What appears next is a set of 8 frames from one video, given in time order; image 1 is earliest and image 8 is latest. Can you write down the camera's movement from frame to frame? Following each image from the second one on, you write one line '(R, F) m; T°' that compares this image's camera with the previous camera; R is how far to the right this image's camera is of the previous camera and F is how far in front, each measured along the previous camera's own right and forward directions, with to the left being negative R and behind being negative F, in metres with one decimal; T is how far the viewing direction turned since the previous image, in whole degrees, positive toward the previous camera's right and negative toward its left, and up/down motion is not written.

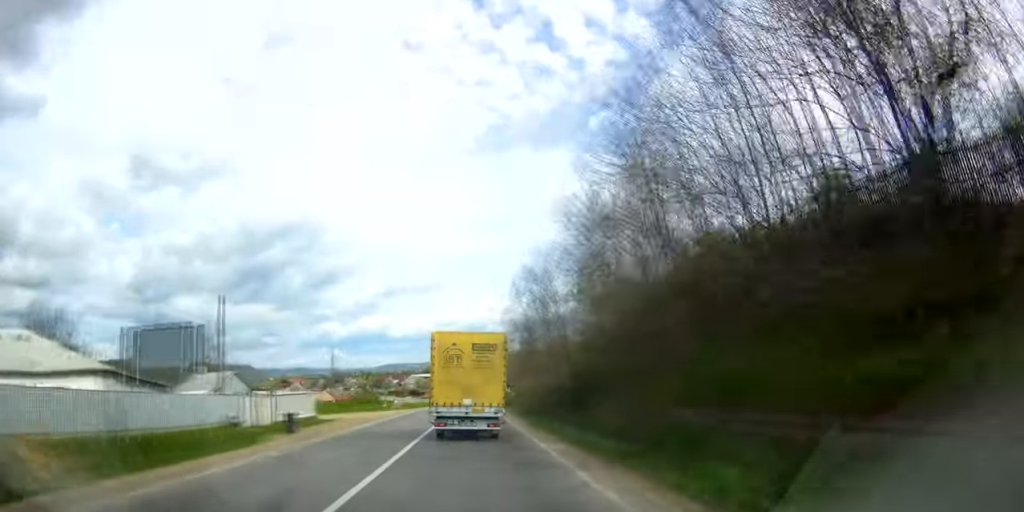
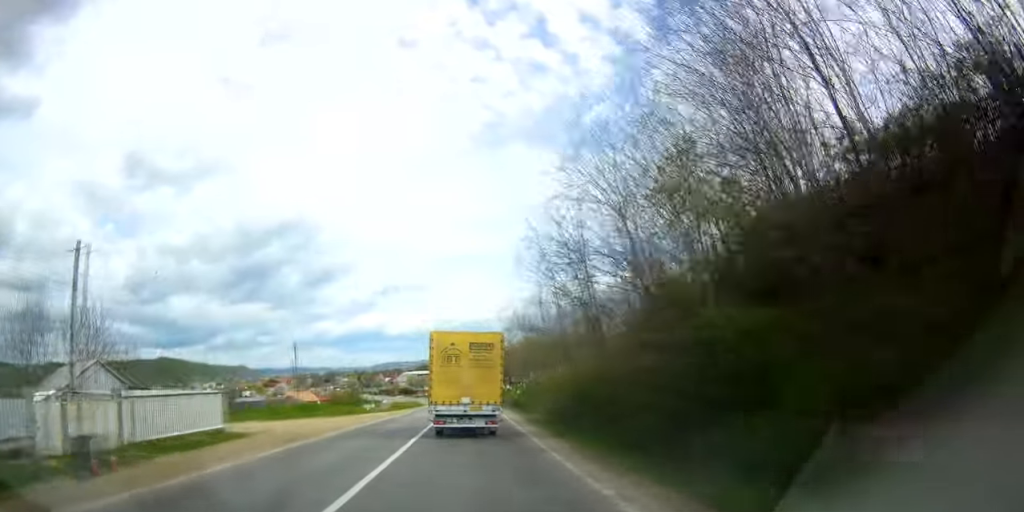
(+0.7, +15.5) m; +2°
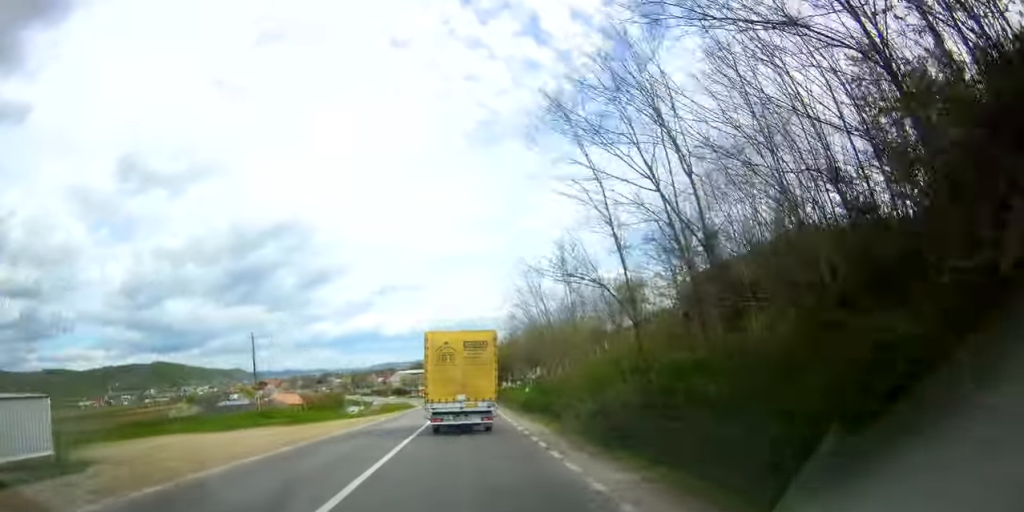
(+0.2, +12.7) m; +1°
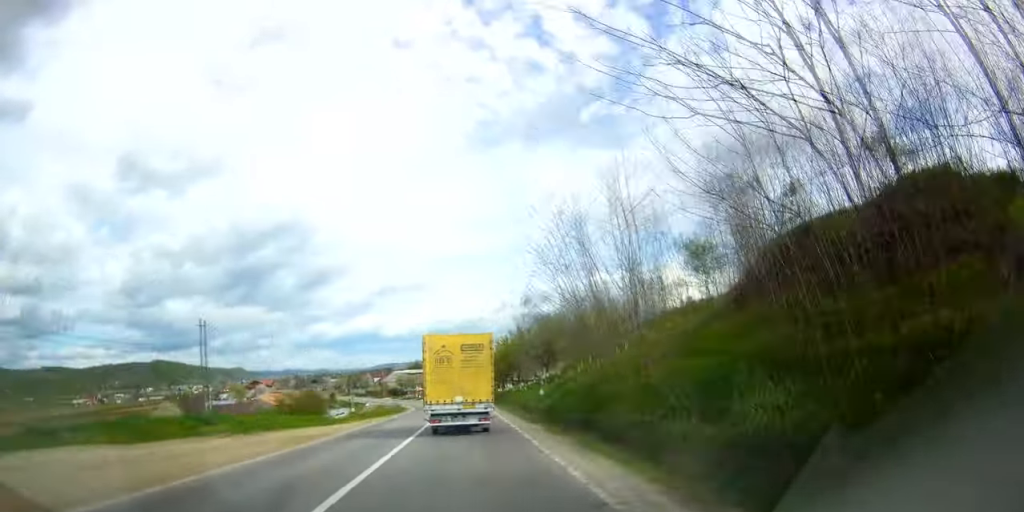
(0.0, +11.2) m; 0°
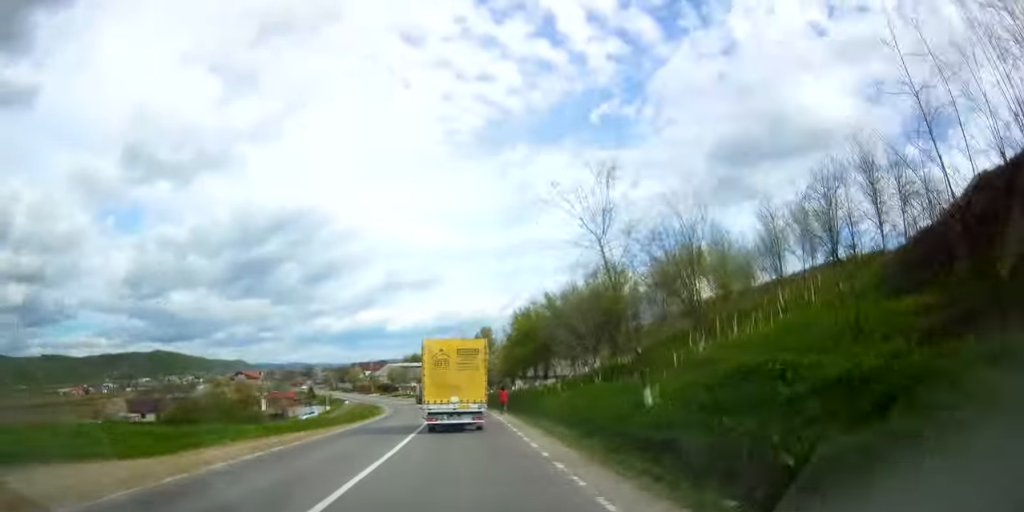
(-0.2, +26.0) m; -2°
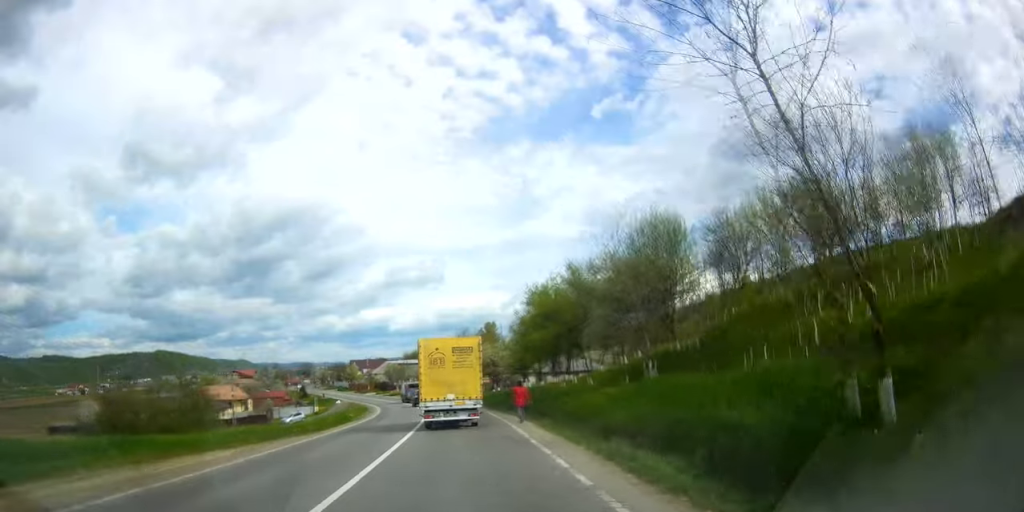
(-0.2, +10.5) m; -1°
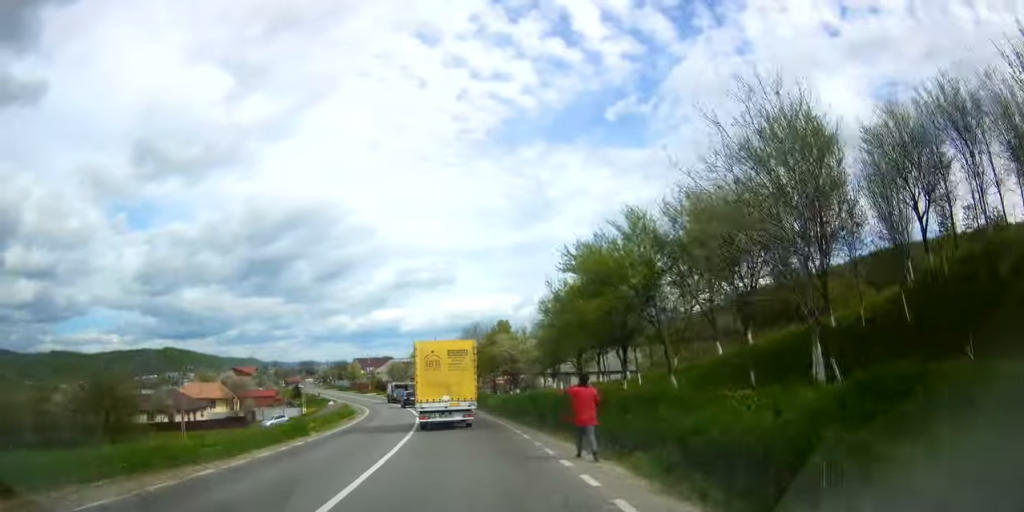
(-0.1, +12.9) m; -1°
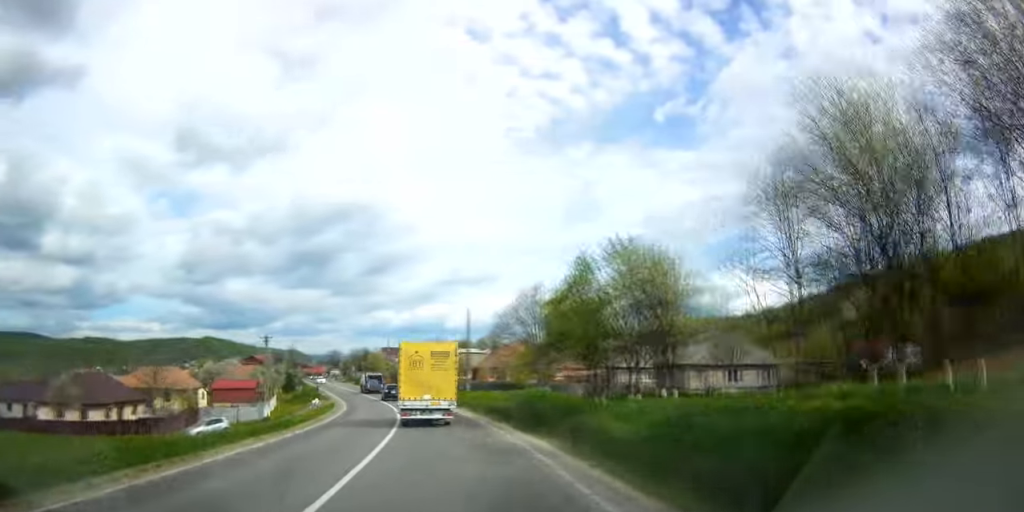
(-0.5, +30.7) m; -2°
